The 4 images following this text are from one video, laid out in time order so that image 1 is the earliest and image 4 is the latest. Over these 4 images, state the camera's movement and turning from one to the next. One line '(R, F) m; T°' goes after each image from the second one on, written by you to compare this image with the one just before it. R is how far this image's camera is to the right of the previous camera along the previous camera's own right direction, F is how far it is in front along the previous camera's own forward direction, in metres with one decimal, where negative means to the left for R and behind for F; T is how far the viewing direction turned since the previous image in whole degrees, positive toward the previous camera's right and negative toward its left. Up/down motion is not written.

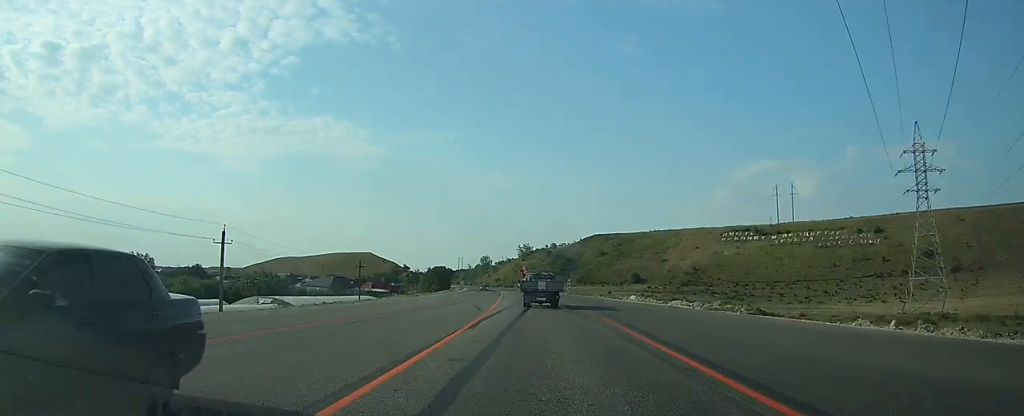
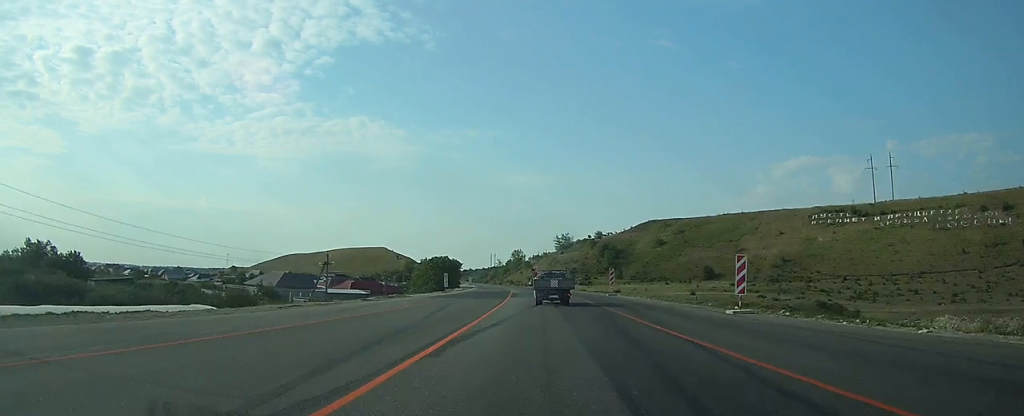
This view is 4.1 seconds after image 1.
(-1.8, +67.7) m; -3°
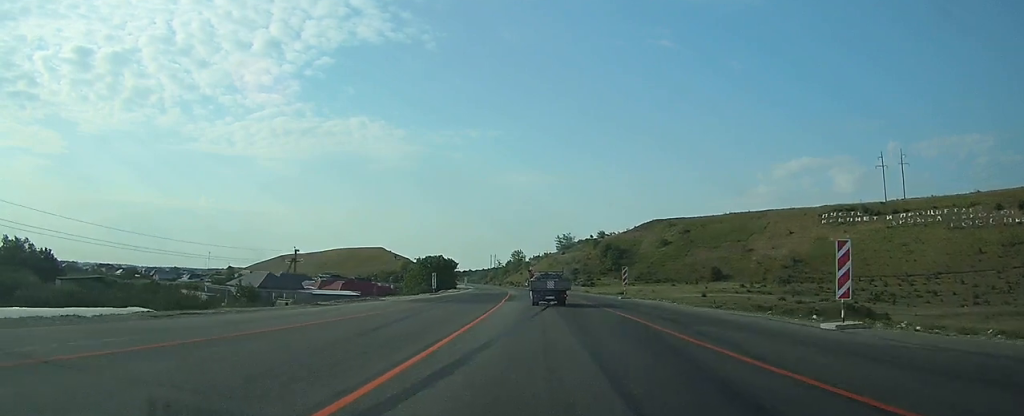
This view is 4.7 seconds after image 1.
(0.0, +9.0) m; 0°
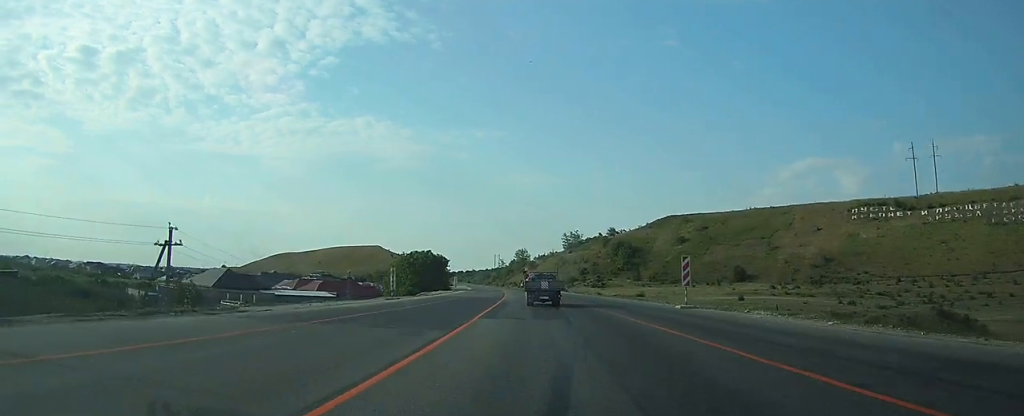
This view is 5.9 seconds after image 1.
(-0.3, +20.9) m; -1°
